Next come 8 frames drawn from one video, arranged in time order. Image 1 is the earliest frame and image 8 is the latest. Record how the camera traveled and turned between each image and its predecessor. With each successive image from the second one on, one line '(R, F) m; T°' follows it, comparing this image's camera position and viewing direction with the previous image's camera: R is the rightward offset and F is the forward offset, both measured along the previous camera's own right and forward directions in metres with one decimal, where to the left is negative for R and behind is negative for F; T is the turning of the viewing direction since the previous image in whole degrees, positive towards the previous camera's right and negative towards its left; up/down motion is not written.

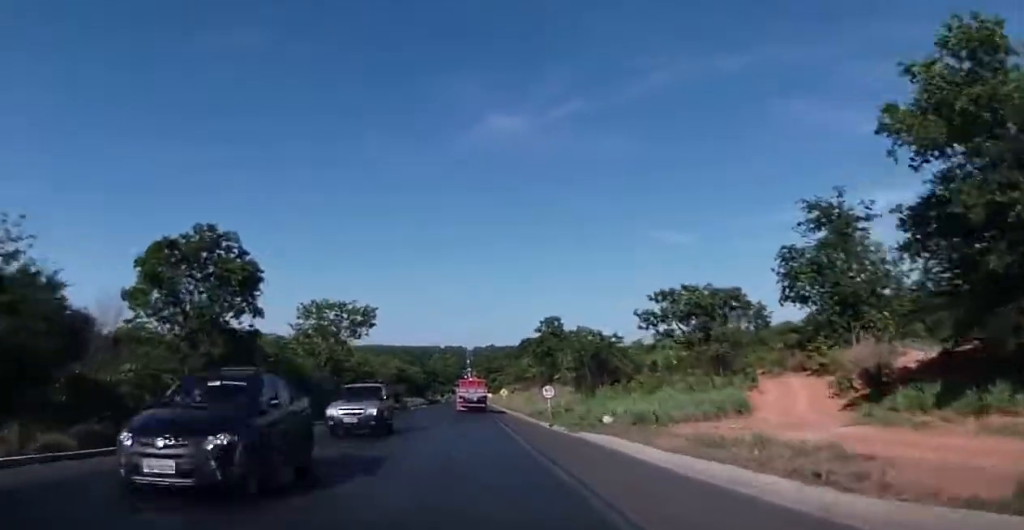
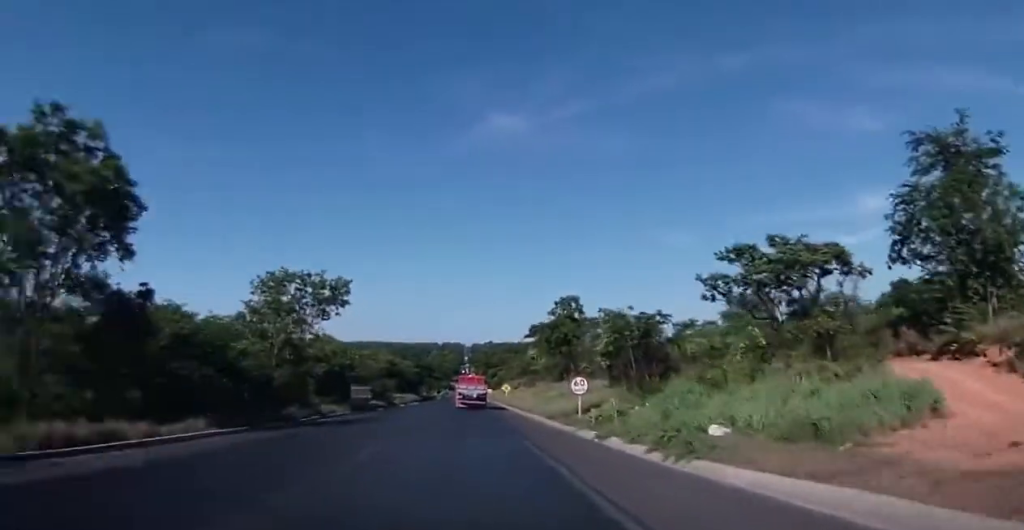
(0.0, +13.9) m; 0°
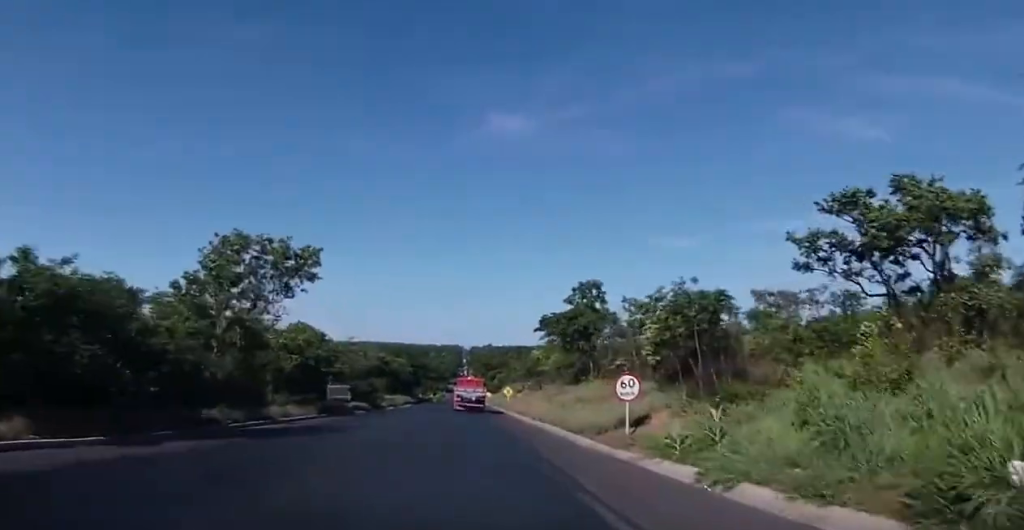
(0.0, +10.6) m; 0°
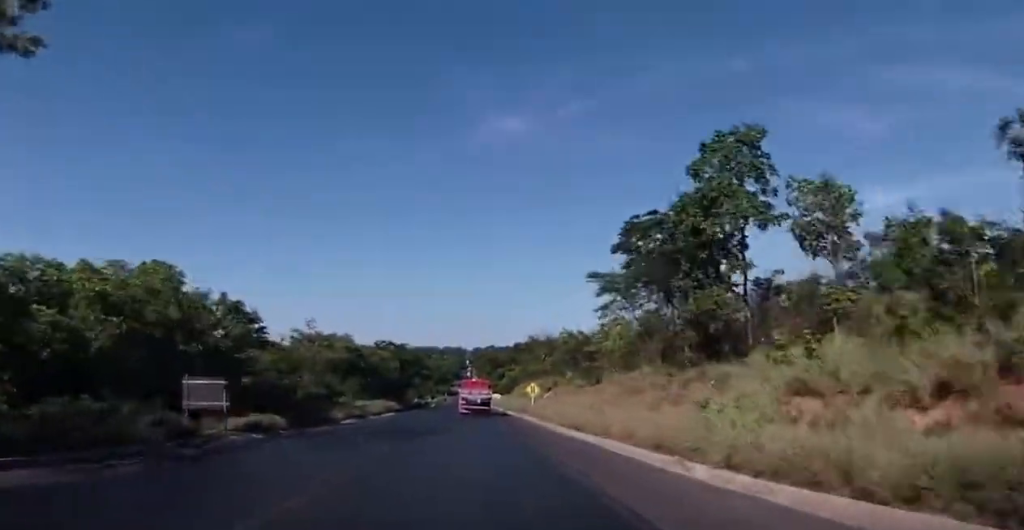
(-0.1, +29.7) m; -2°
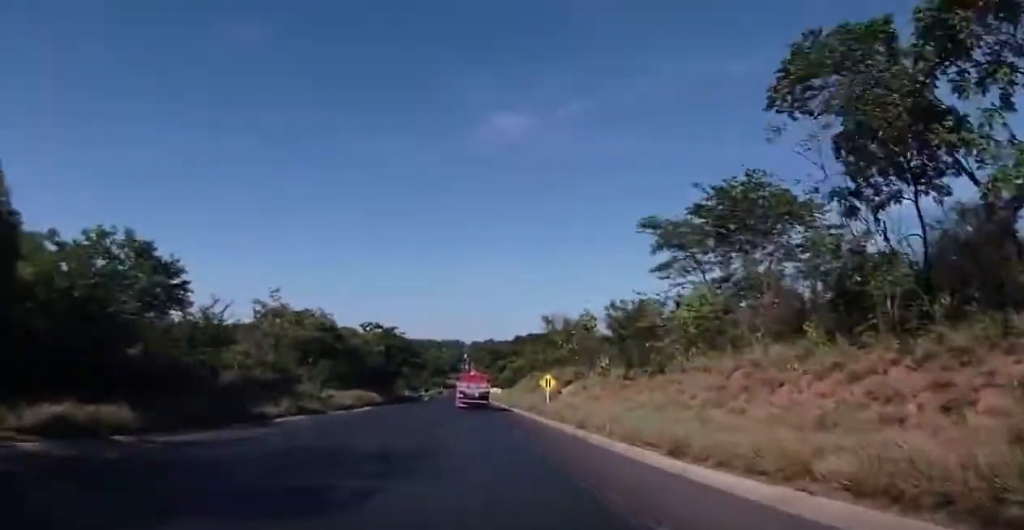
(-0.5, +14.6) m; 0°
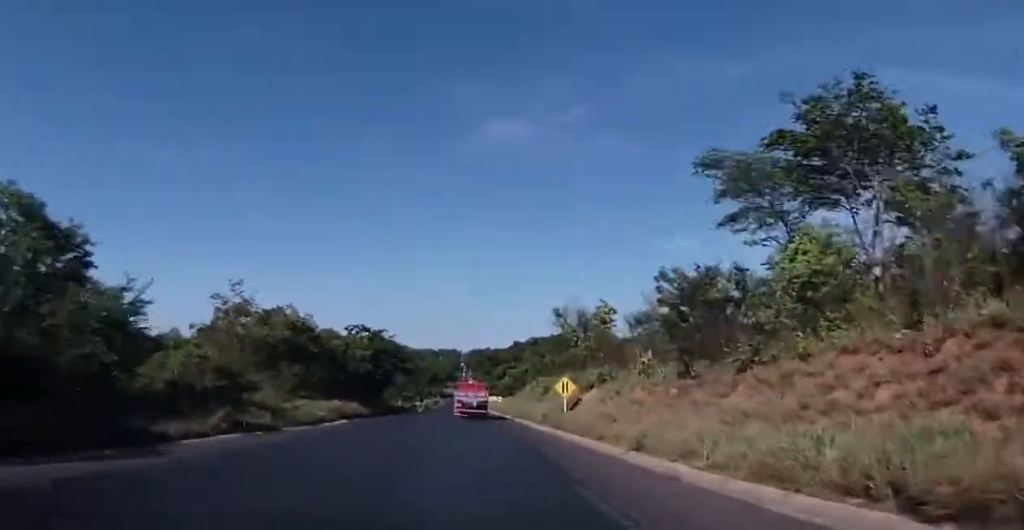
(+0.1, +10.0) m; +1°
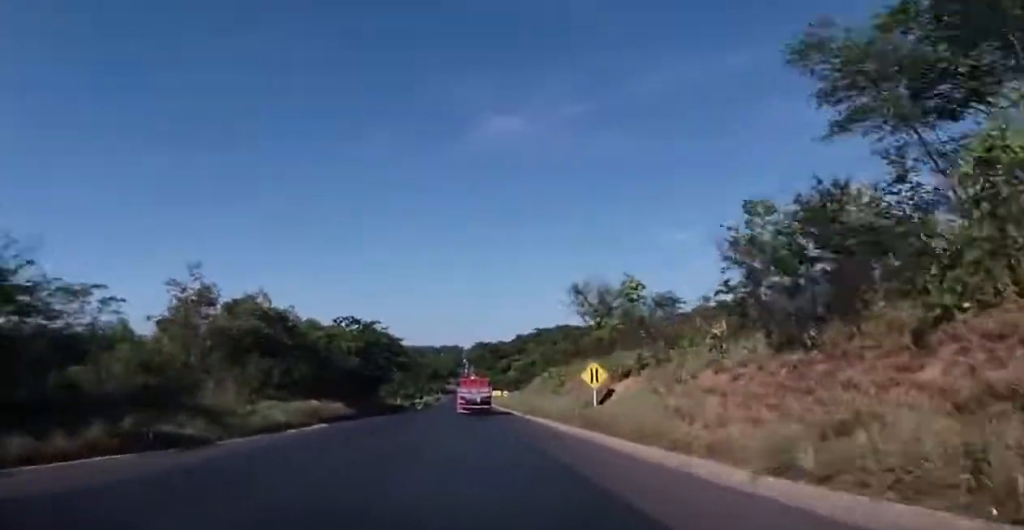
(+0.2, +8.7) m; +1°
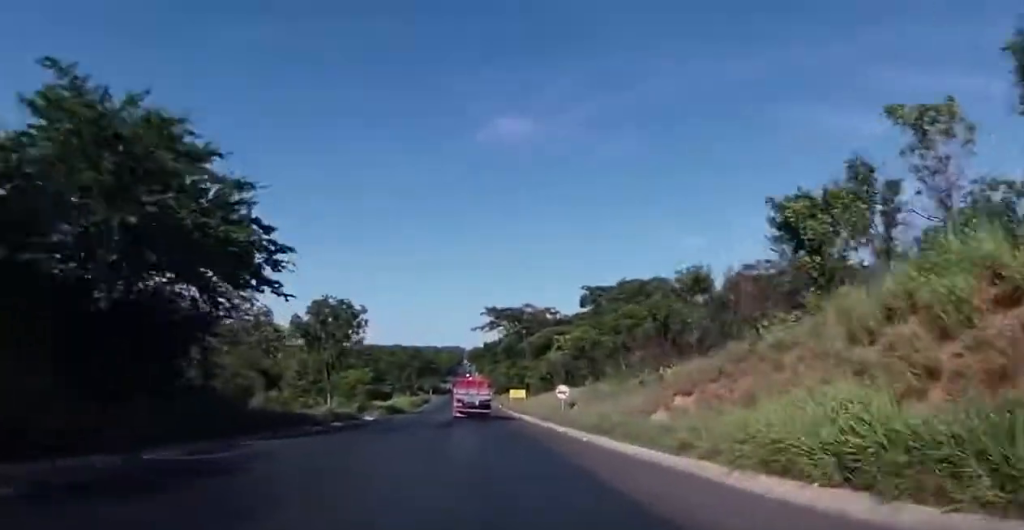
(-0.3, +61.3) m; -1°
